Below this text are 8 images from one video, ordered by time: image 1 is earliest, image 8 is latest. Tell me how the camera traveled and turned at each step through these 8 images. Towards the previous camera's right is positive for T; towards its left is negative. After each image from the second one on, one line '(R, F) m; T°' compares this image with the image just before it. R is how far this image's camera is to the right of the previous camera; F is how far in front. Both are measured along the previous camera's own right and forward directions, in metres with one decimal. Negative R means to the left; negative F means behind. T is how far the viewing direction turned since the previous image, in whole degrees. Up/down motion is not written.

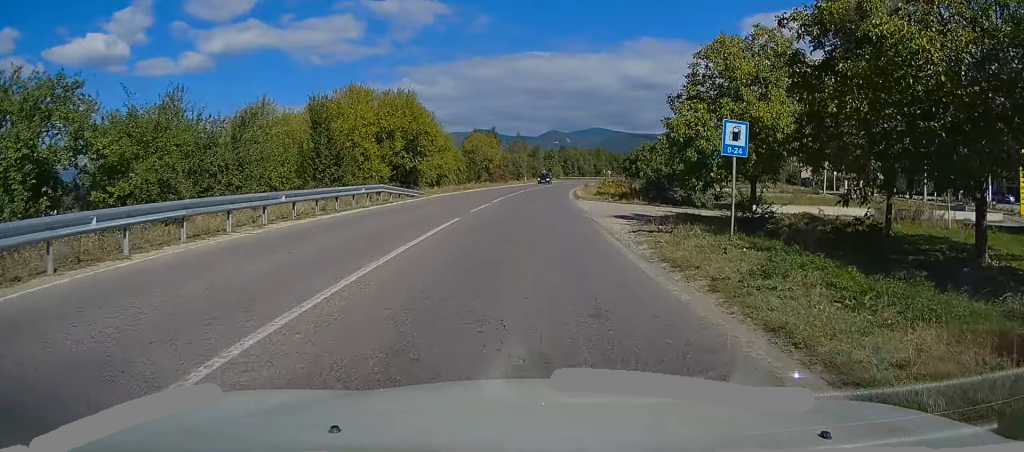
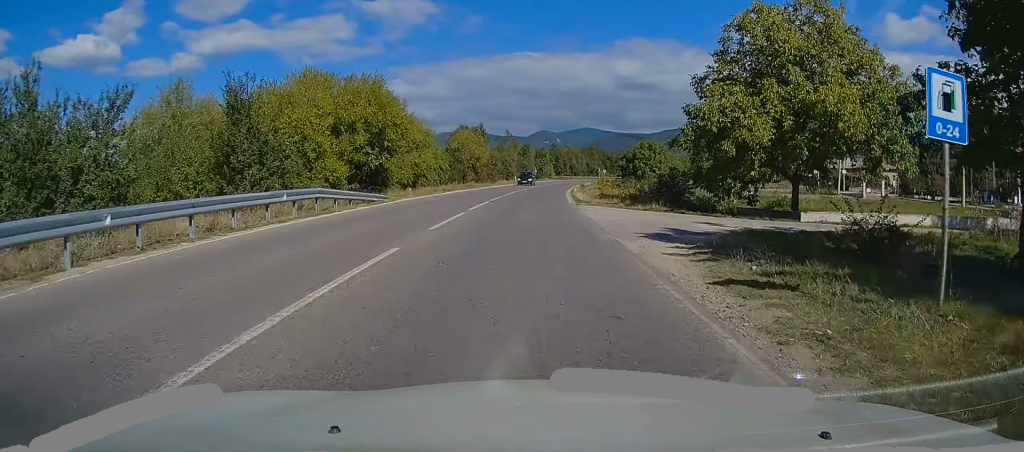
(+0.2, +7.4) m; +1°
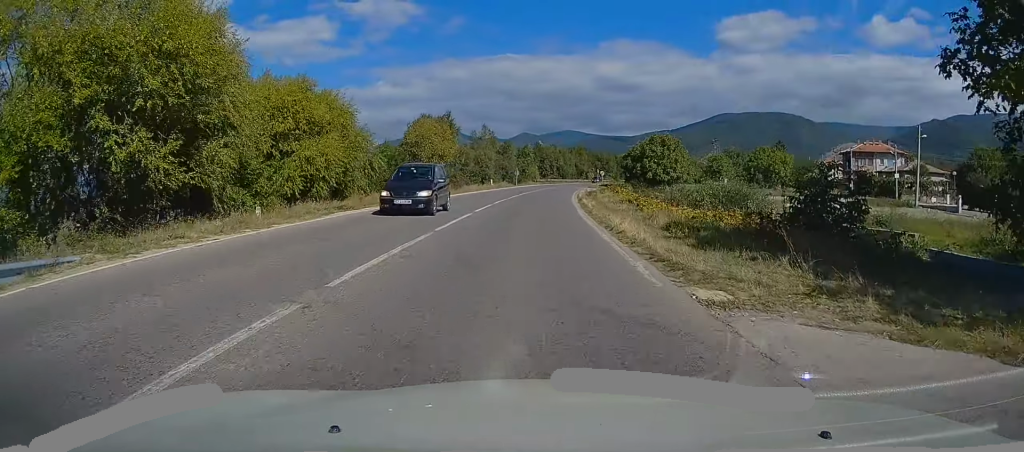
(+0.2, +22.5) m; +2°
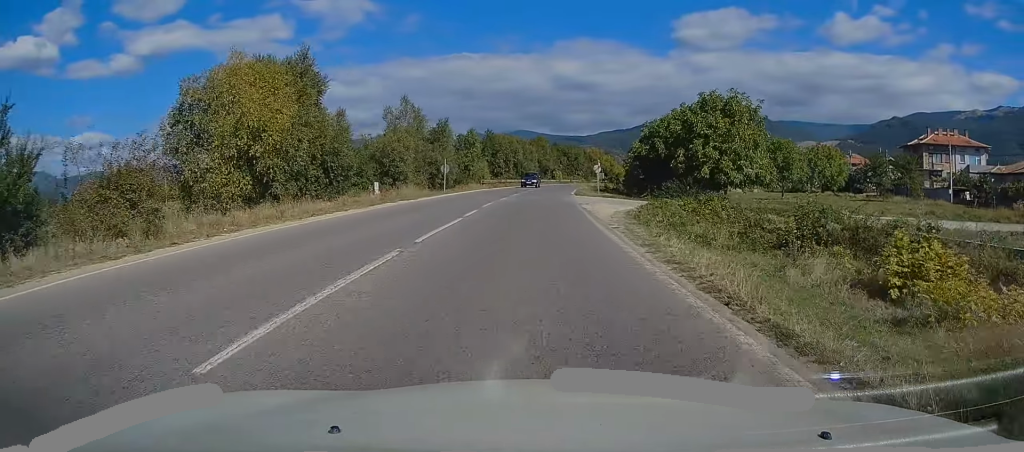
(+1.8, +42.3) m; +4°
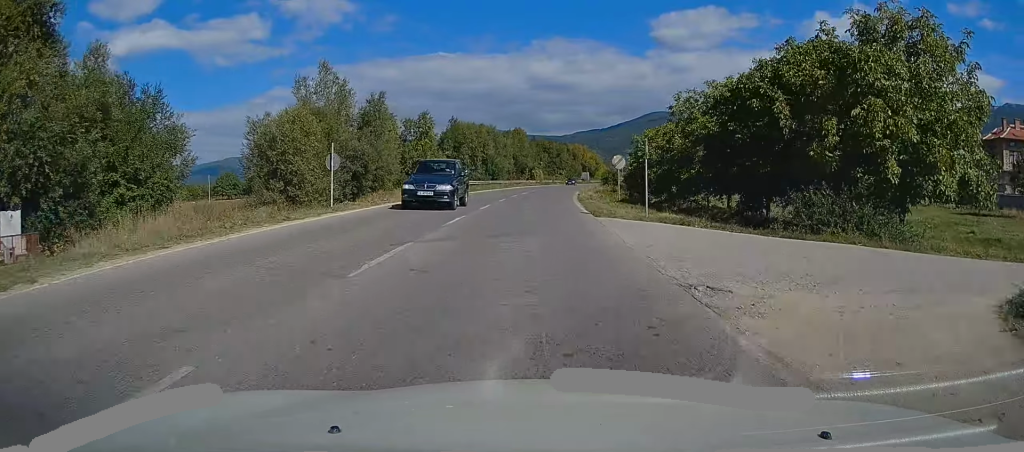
(+0.4, +24.8) m; +2°
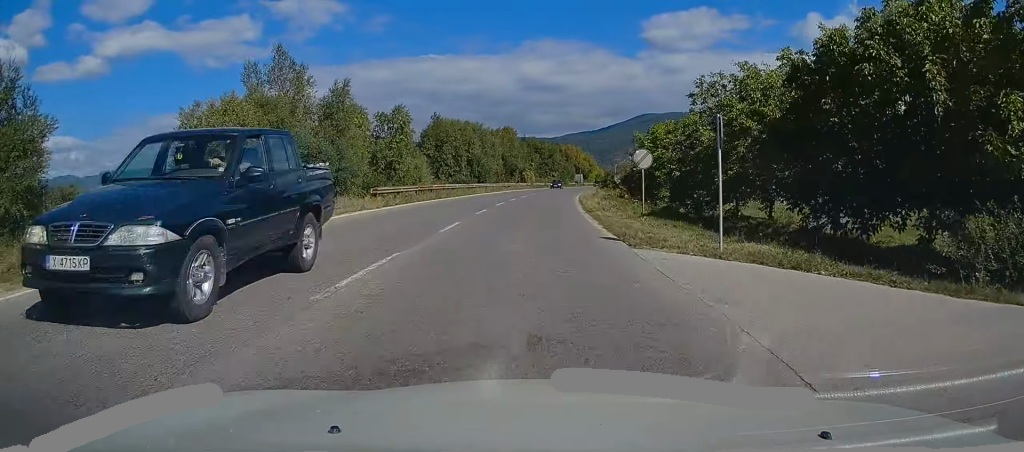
(0.0, +8.8) m; +1°
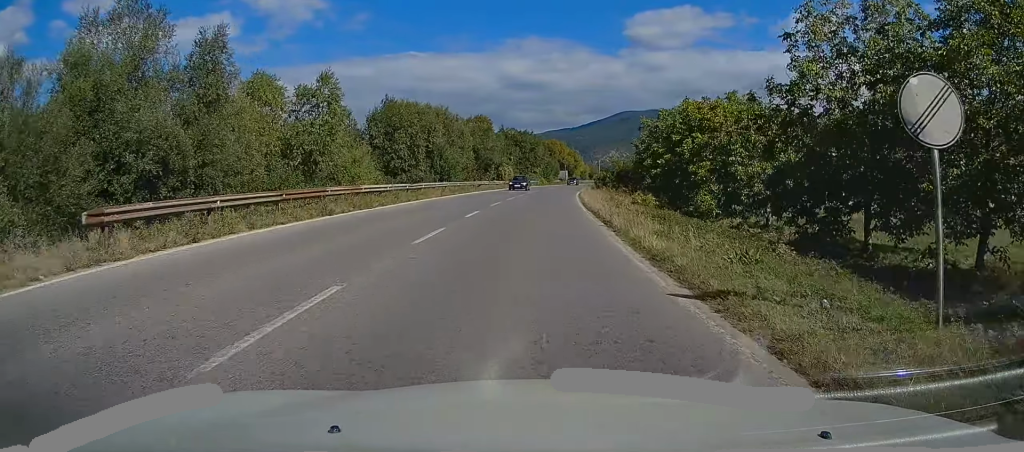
(+0.3, +17.8) m; +2°
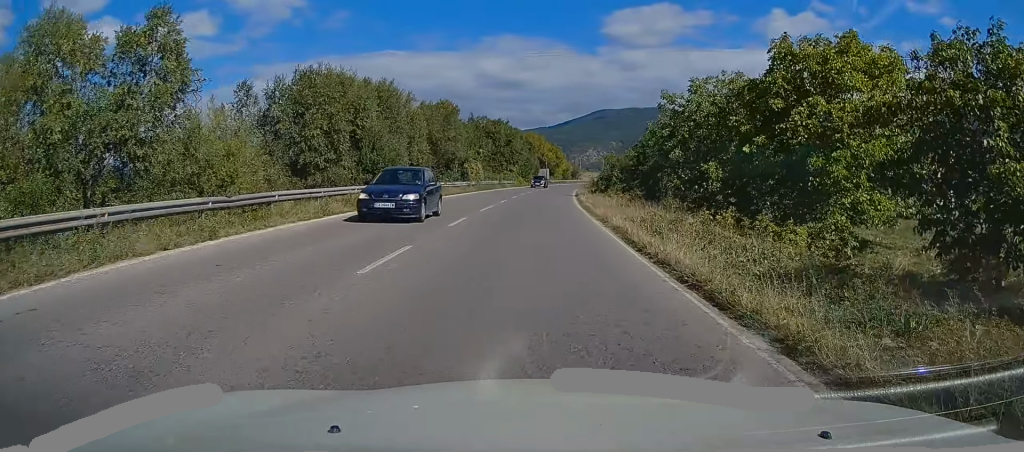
(+0.3, +19.3) m; +2°
